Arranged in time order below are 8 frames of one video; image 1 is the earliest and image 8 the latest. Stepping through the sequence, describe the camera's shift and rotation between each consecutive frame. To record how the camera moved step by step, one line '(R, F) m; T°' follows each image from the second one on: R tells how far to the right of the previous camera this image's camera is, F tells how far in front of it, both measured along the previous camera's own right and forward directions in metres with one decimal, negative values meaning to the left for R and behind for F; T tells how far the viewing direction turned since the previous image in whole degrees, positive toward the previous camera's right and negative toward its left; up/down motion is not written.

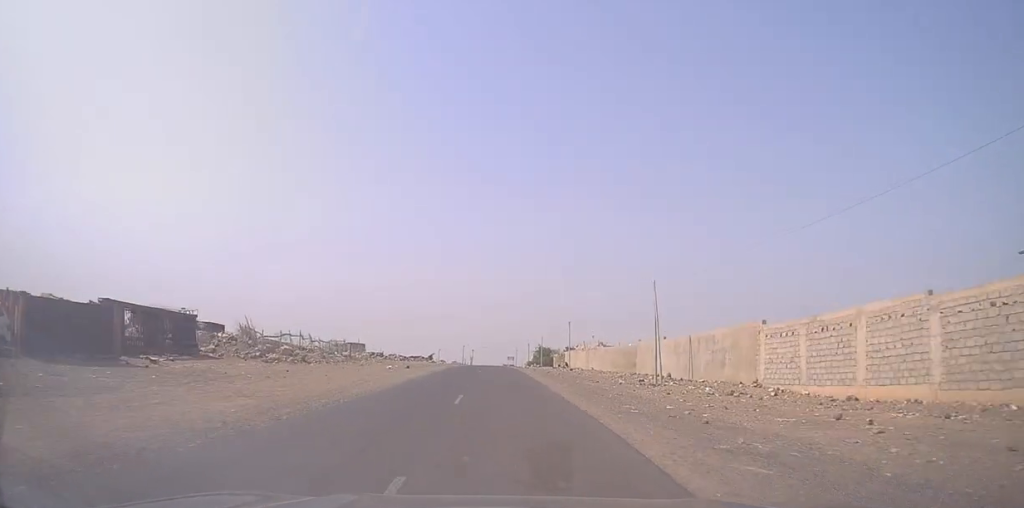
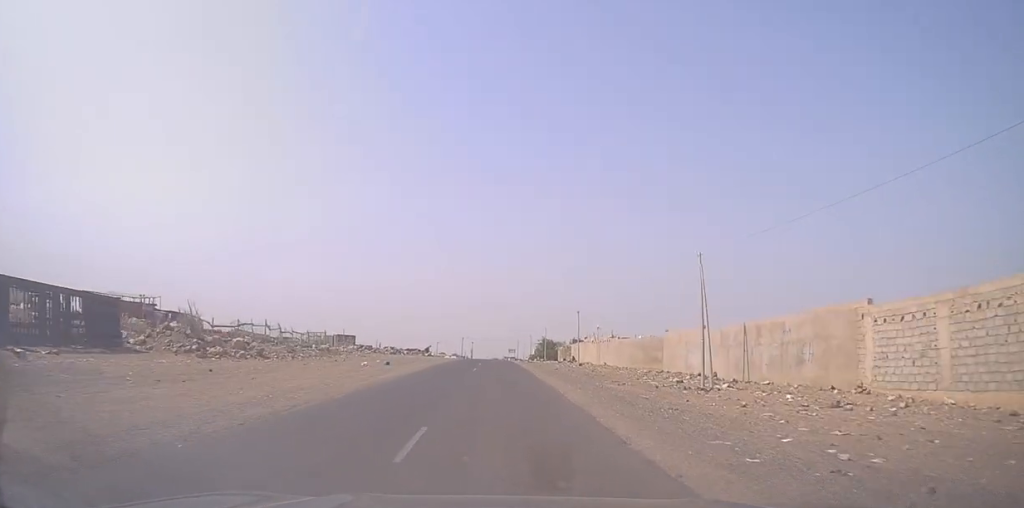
(-0.1, +8.8) m; -1°
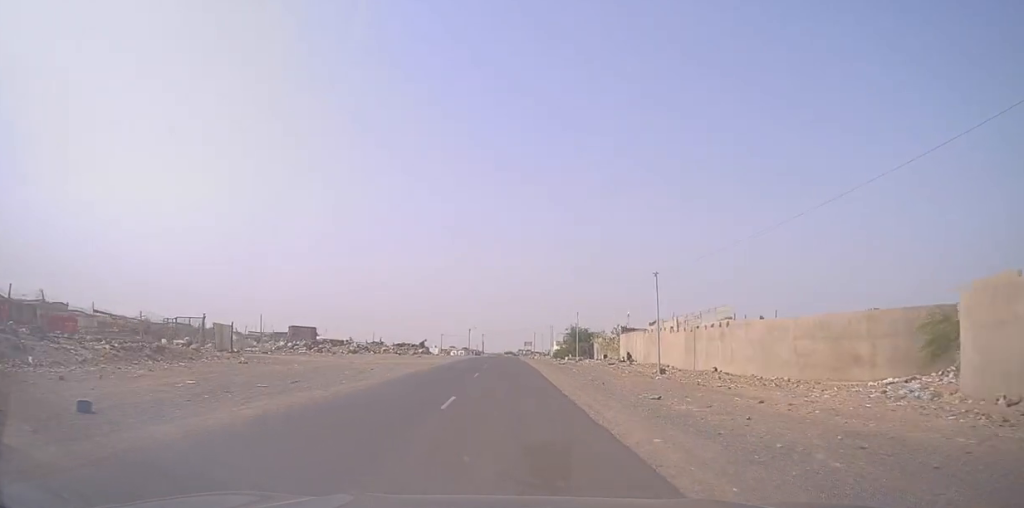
(-0.1, +31.3) m; -1°
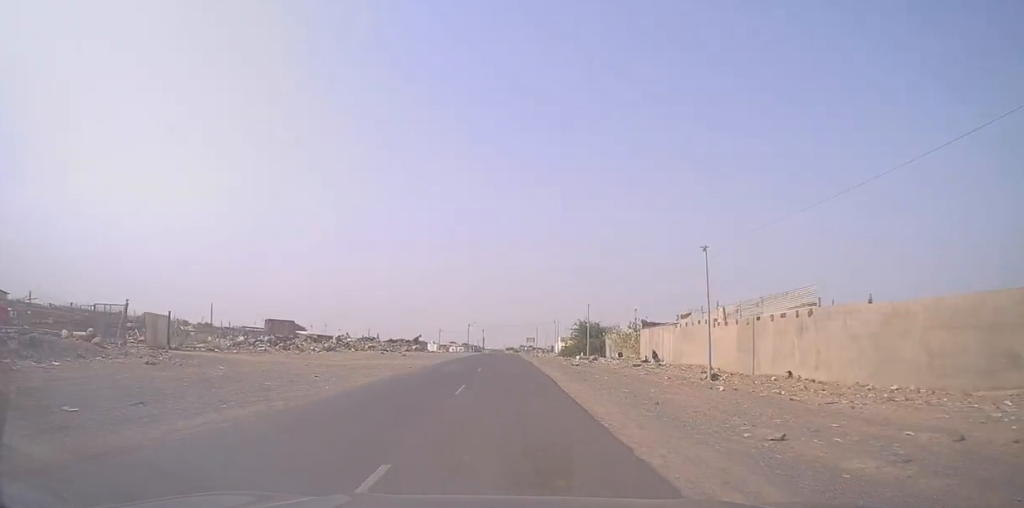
(0.0, +9.2) m; 0°
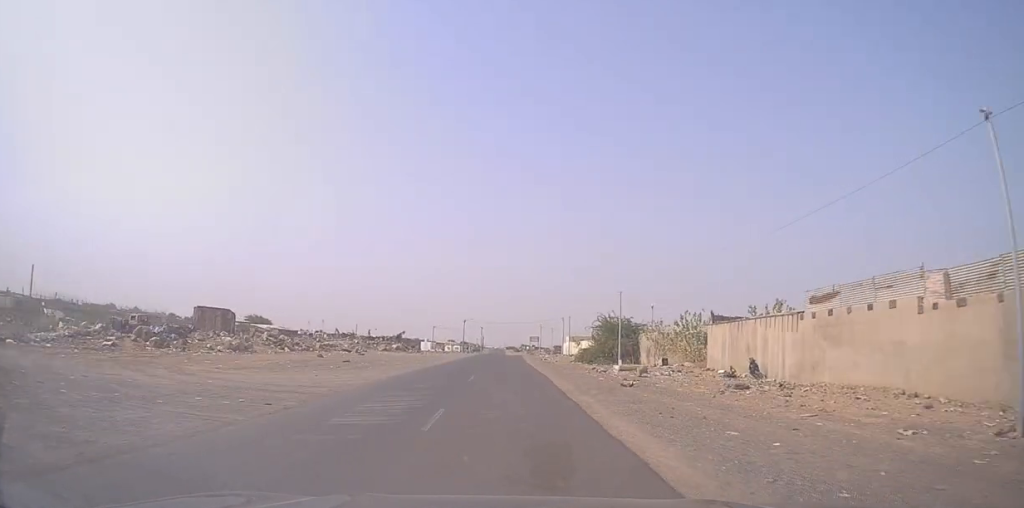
(-0.1, +18.6) m; -2°
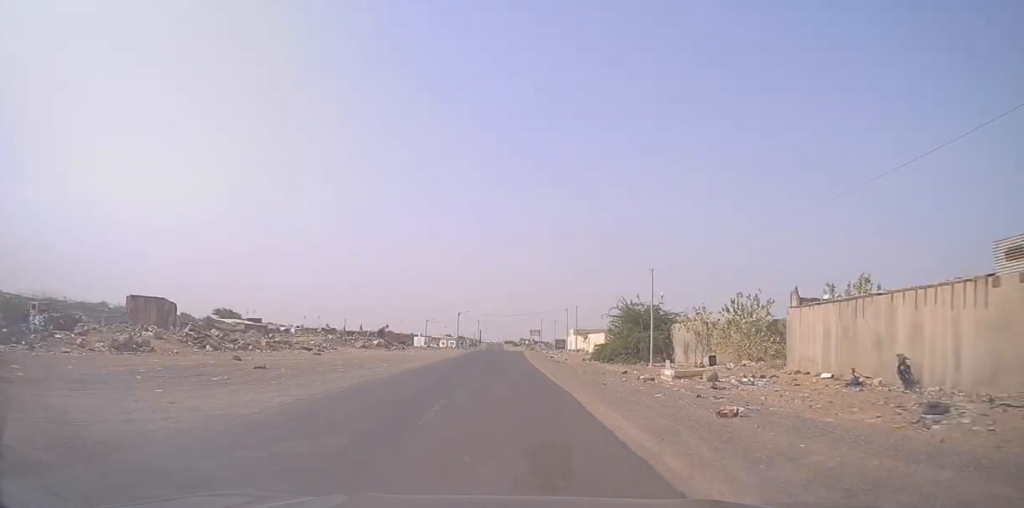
(-0.2, +11.4) m; 0°
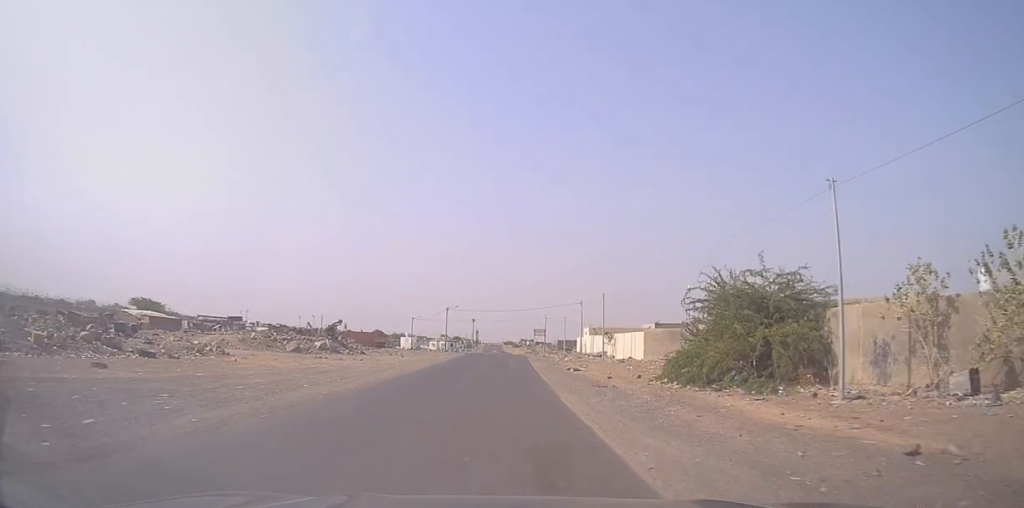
(+0.1, +22.4) m; 0°
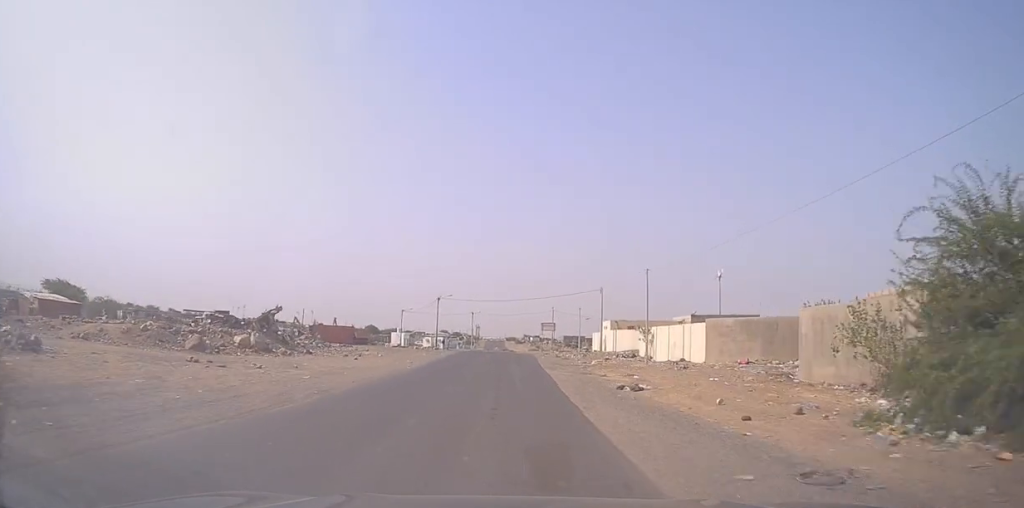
(-0.1, +16.9) m; 0°
